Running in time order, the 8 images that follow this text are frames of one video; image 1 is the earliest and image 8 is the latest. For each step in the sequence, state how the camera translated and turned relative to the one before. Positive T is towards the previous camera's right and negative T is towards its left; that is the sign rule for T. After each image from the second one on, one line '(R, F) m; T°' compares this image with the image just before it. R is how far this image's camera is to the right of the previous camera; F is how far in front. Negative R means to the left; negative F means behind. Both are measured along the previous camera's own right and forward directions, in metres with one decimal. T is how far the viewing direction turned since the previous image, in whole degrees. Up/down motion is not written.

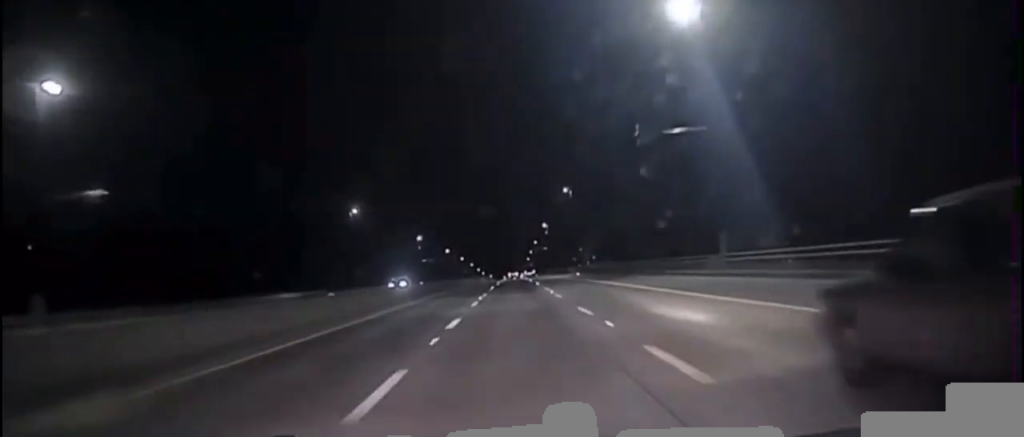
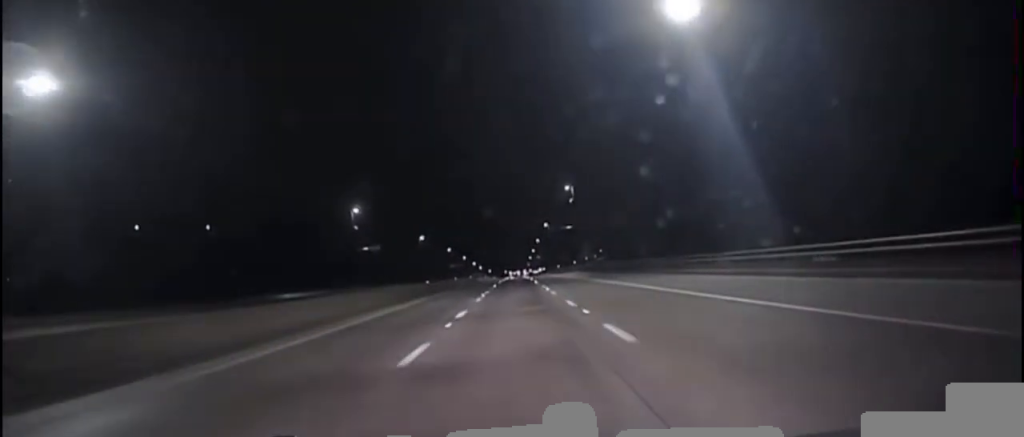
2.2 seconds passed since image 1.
(-0.5, +79.5) m; 0°
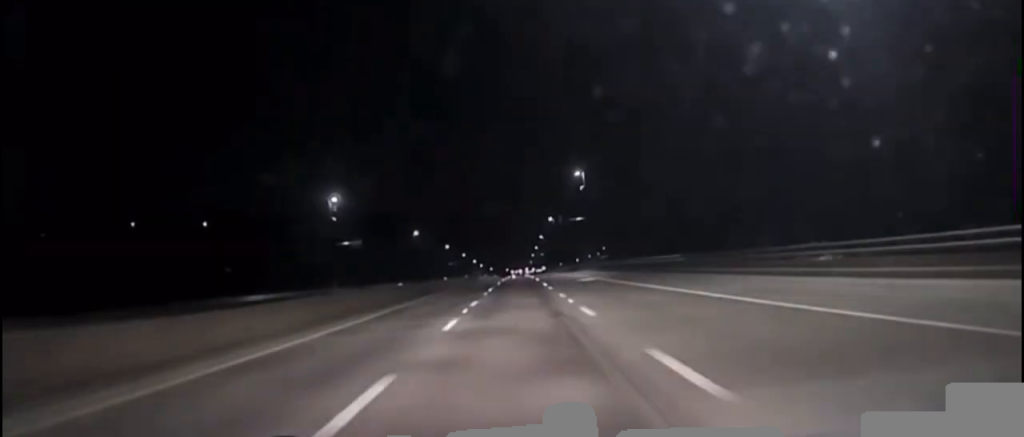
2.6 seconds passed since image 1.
(0.0, +14.3) m; 0°
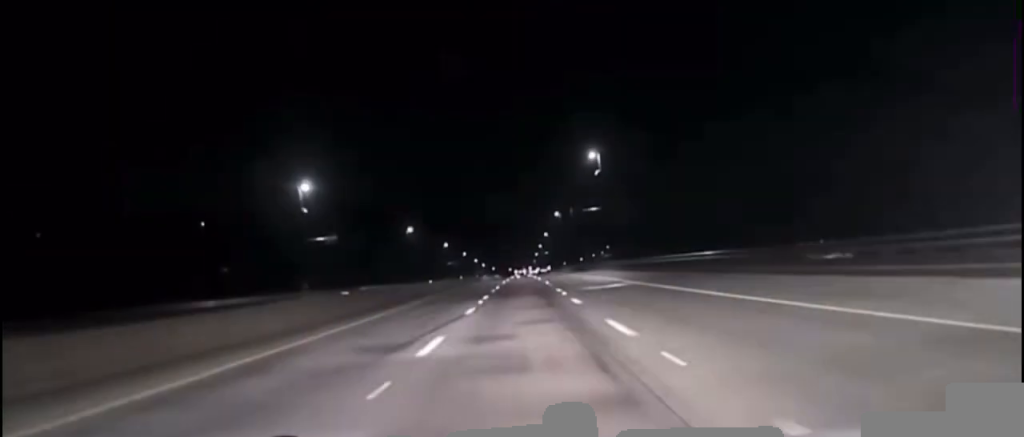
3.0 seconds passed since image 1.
(0.0, +13.9) m; 0°
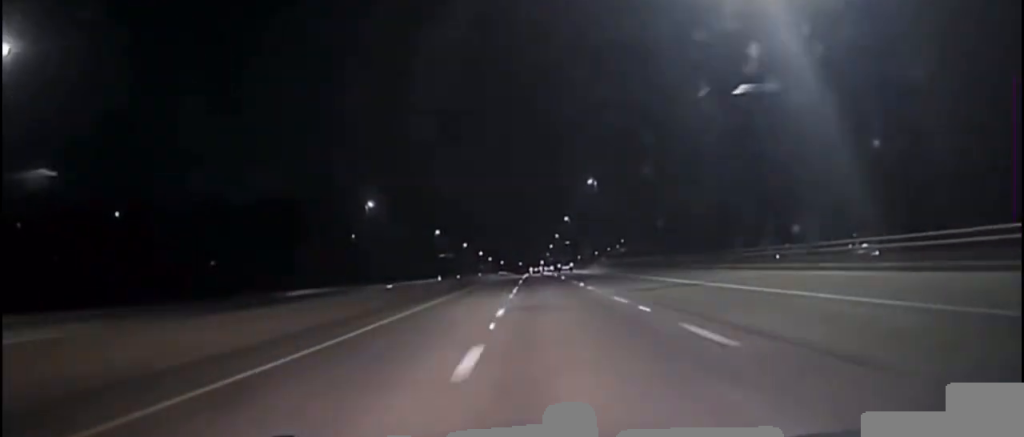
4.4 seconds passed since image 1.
(-0.3, +57.7) m; 0°
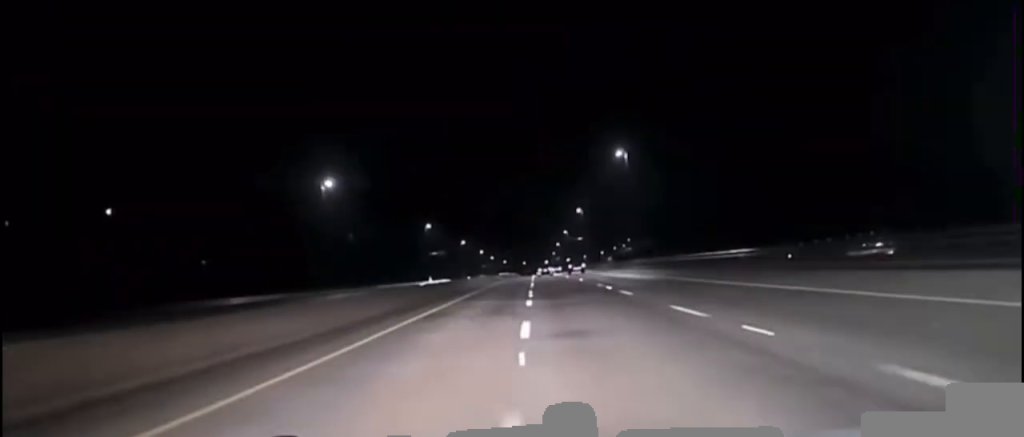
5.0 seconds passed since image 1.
(0.0, +34.4) m; 0°
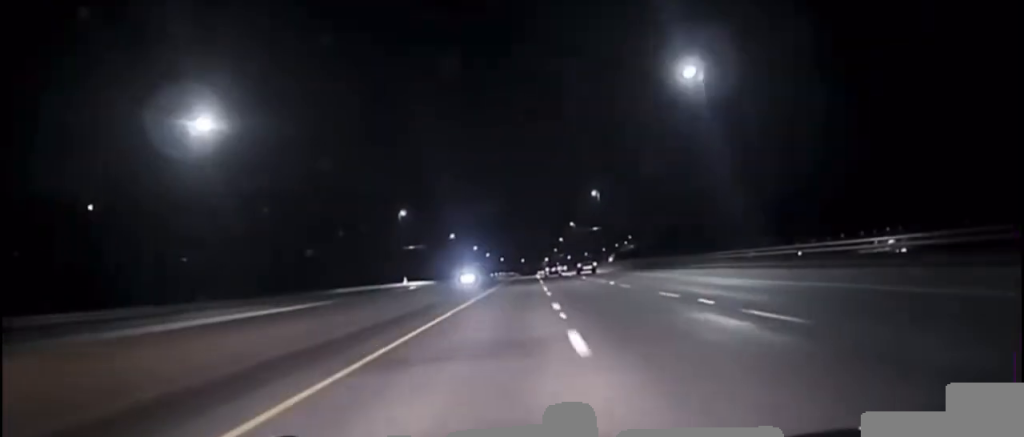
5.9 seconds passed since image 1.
(0.0, +51.5) m; 0°
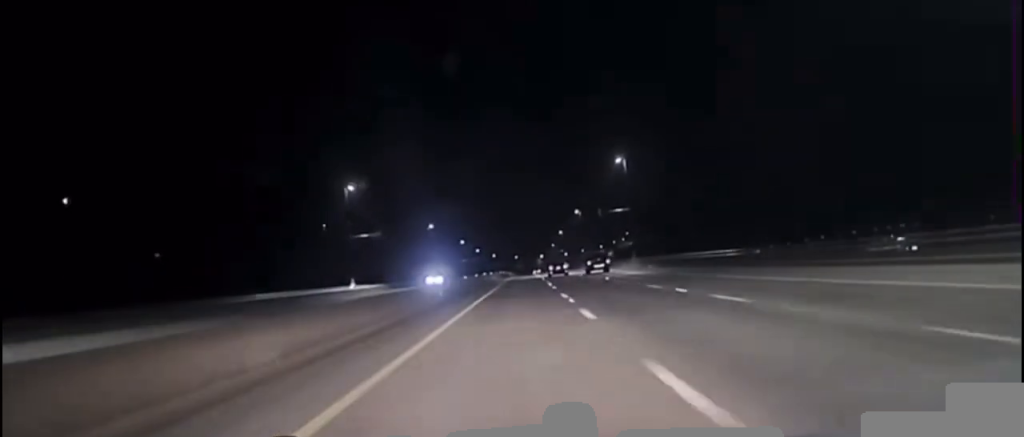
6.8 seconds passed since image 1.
(+0.1, +53.2) m; 0°
